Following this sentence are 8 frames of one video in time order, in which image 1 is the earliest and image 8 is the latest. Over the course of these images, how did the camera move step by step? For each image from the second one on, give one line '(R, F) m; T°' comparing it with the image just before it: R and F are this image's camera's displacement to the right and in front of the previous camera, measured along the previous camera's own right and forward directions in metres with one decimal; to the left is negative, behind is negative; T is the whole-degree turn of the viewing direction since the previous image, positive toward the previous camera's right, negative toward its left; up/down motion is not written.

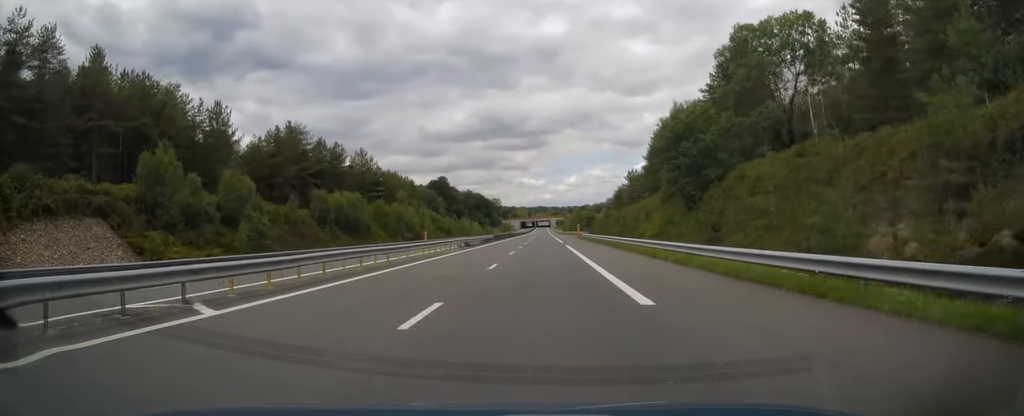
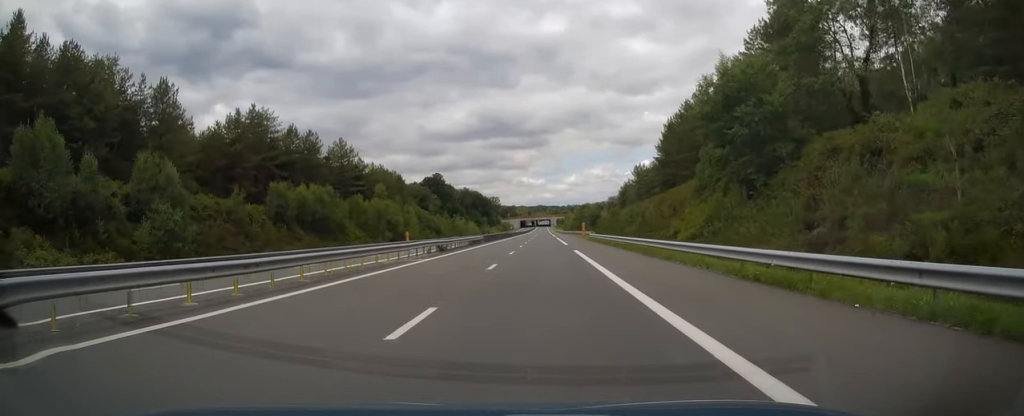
(-0.2, +13.7) m; 0°
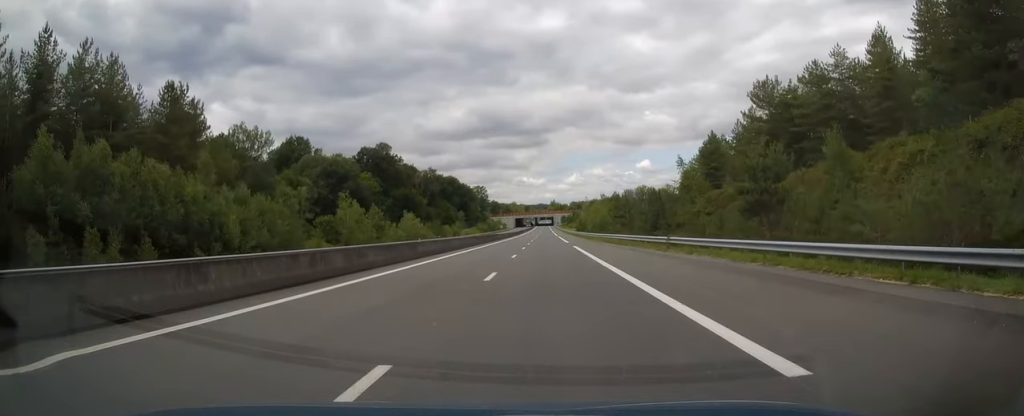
(+1.1, +94.7) m; +1°
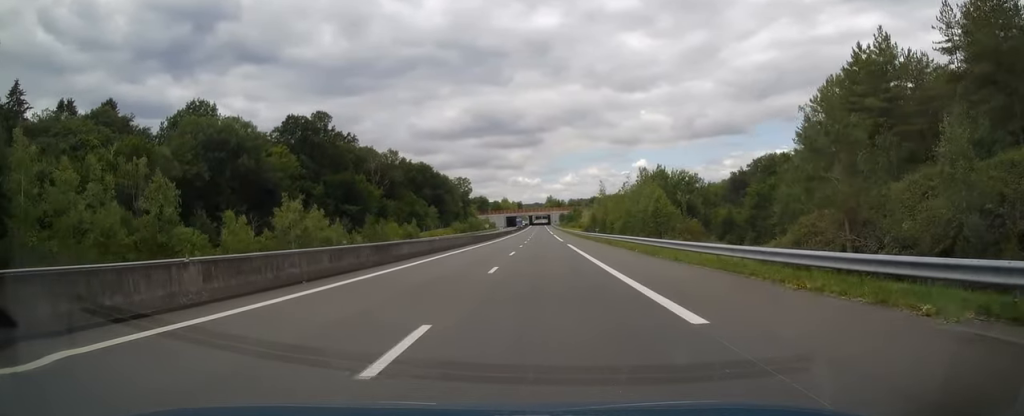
(+0.1, +49.1) m; 0°
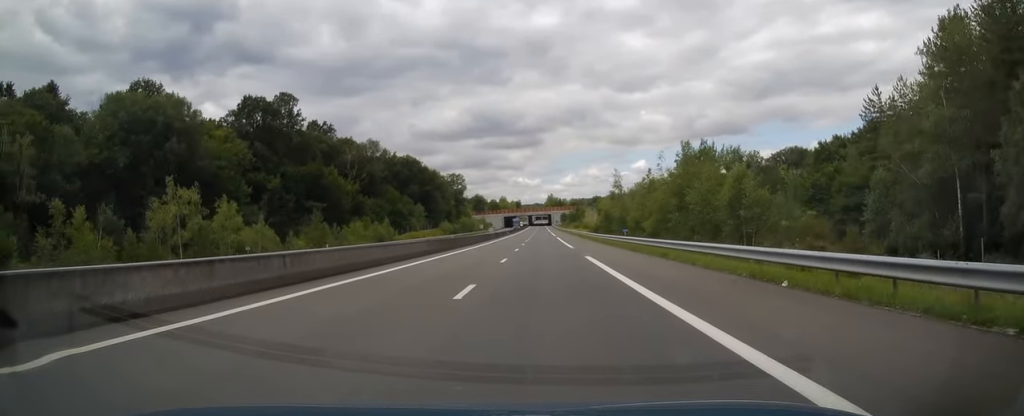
(0.0, +19.6) m; 0°
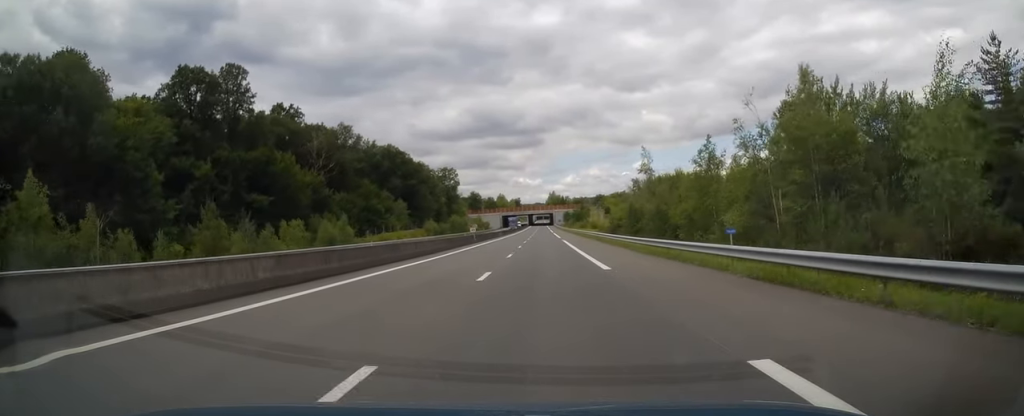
(0.0, +21.6) m; -1°
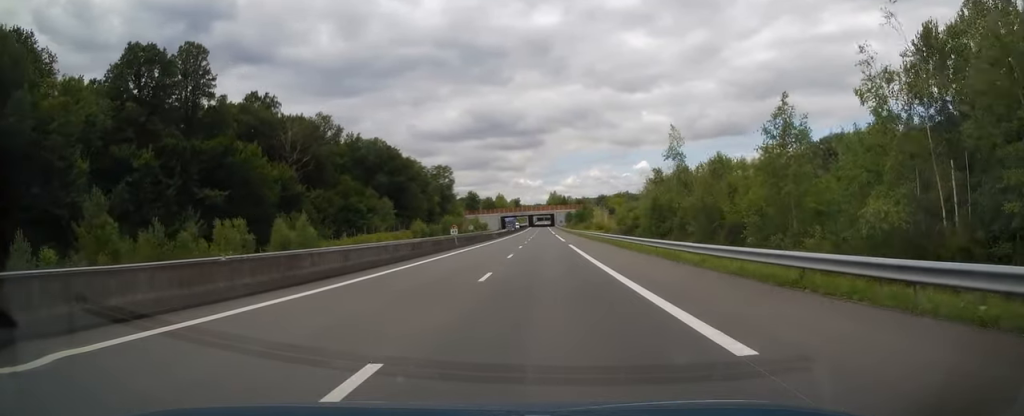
(-0.2, +12.7) m; 0°
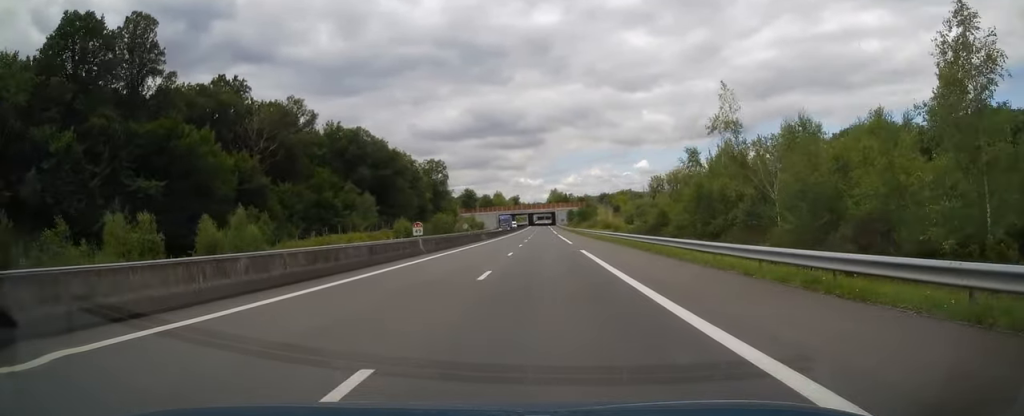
(-0.2, +13.2) m; 0°
